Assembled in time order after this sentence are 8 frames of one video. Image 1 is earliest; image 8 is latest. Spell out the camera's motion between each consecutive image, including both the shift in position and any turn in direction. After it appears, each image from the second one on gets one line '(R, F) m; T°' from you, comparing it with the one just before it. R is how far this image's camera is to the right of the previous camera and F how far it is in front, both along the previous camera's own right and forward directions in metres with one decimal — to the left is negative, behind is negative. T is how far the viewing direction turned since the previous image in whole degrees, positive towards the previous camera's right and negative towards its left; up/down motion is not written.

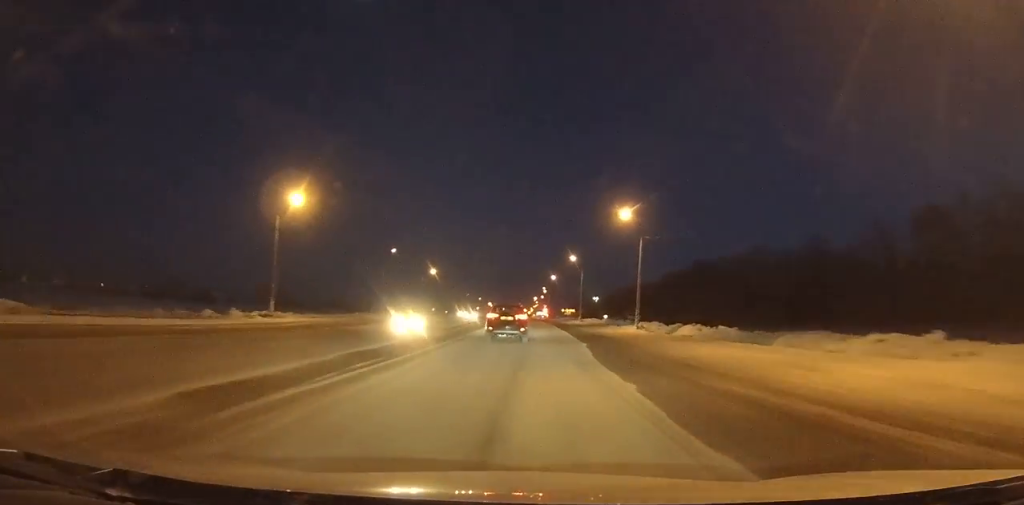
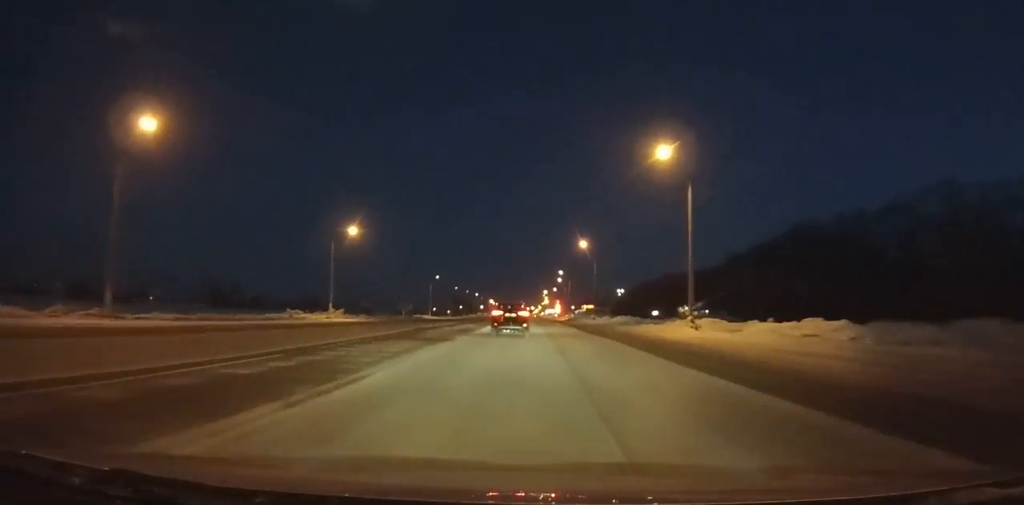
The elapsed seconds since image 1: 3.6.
(-0.1, +61.5) m; 0°
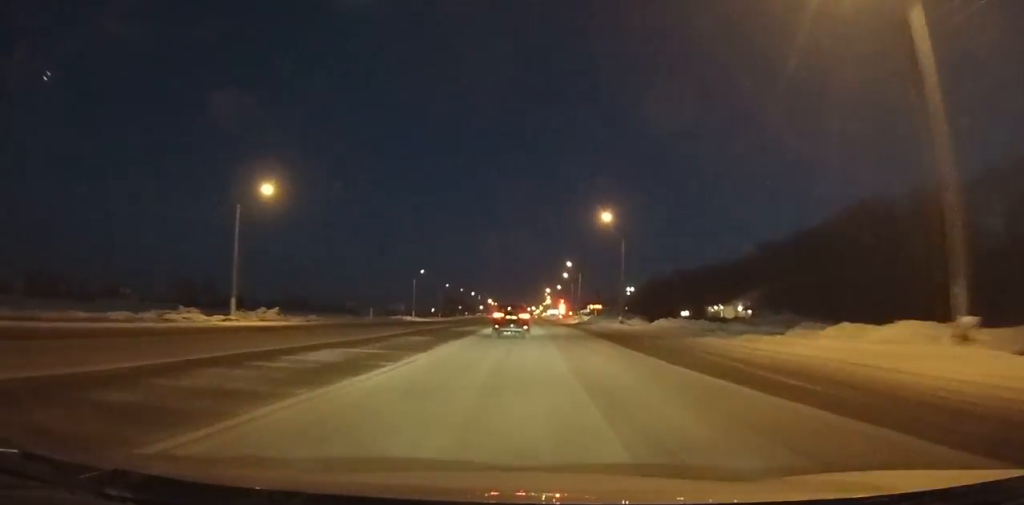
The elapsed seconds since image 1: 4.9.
(+0.1, +21.6) m; 0°
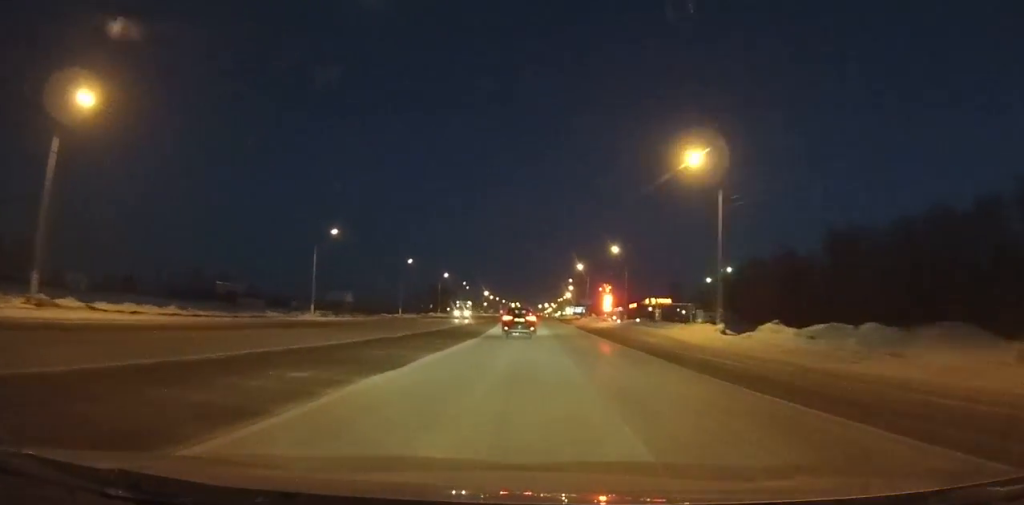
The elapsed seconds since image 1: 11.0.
(-0.6, +100.6) m; -1°
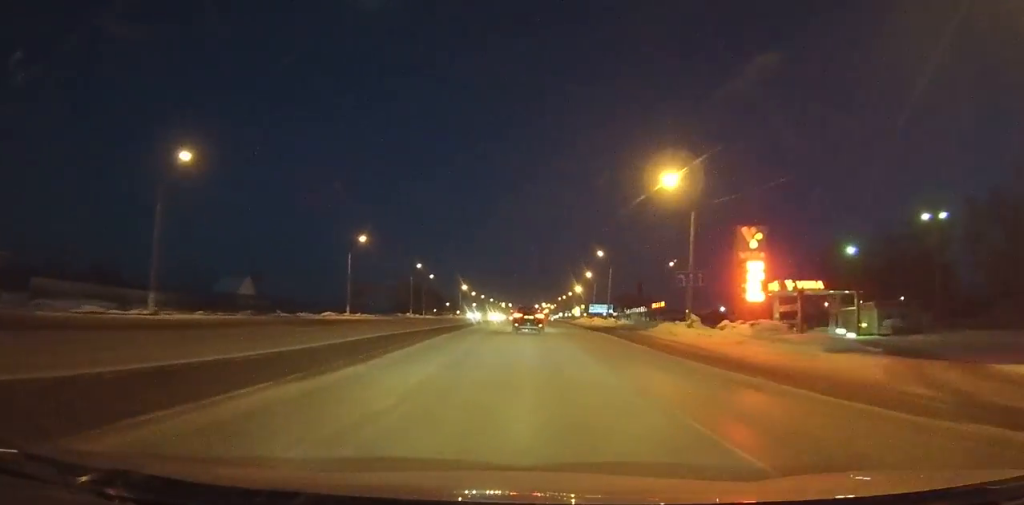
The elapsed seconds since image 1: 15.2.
(+0.2, +70.2) m; +1°
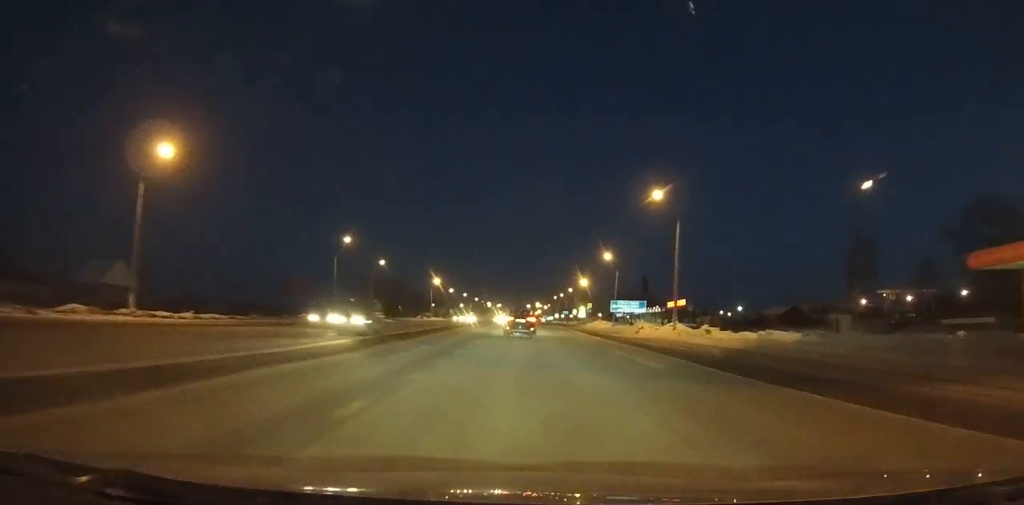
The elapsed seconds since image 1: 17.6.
(+0.1, +41.0) m; 0°
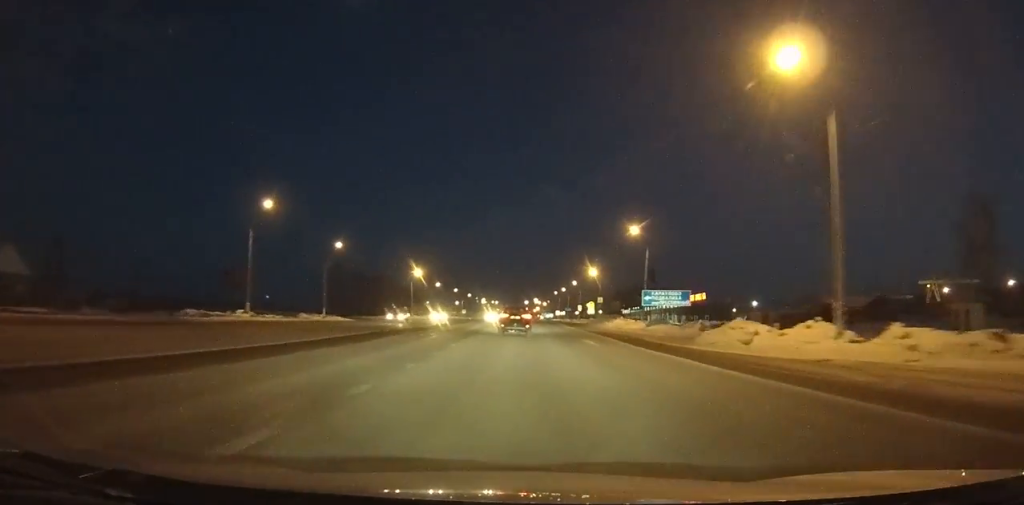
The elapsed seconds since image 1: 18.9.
(-0.1, +22.3) m; 0°
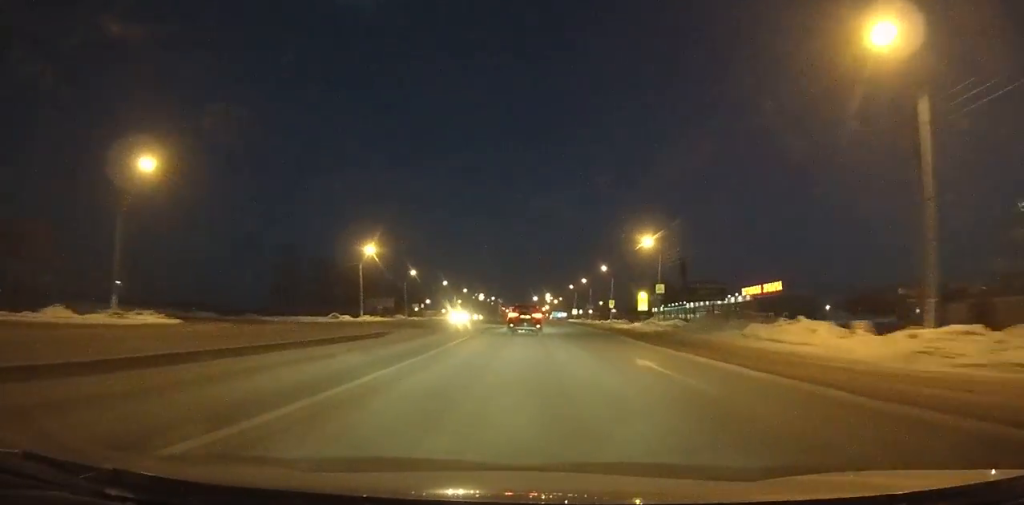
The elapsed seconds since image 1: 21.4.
(+0.2, +43.7) m; 0°
